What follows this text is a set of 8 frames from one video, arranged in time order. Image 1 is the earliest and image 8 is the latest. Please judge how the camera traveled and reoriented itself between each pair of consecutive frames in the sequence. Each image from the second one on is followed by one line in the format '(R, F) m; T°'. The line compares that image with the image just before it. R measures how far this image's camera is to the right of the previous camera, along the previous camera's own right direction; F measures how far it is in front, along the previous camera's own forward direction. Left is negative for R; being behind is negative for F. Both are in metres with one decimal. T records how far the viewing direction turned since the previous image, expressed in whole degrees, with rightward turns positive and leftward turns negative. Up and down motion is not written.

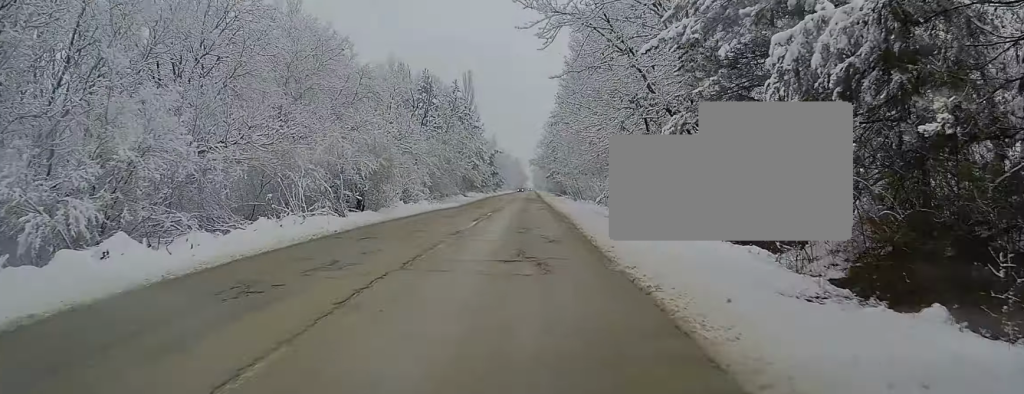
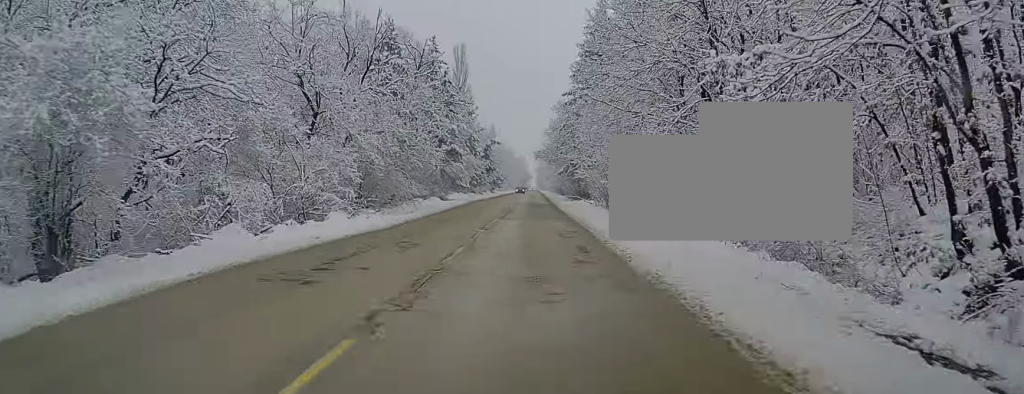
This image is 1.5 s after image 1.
(-0.3, +26.0) m; -1°
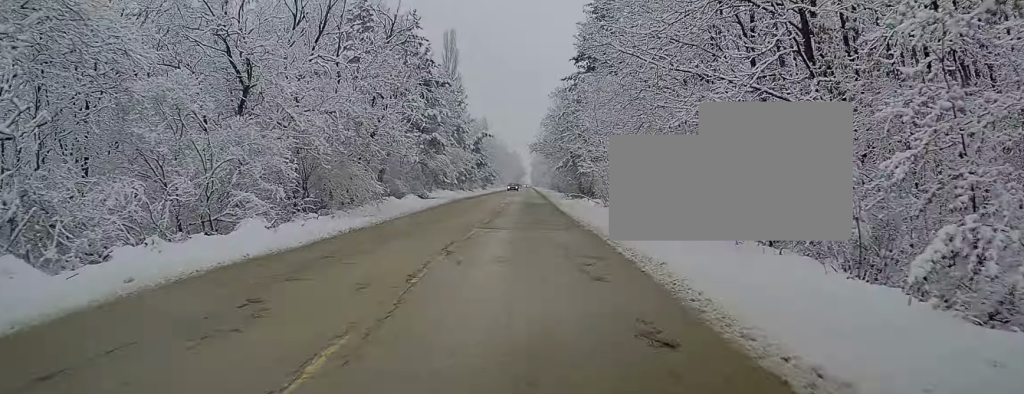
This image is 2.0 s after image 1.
(-0.1, +8.7) m; 0°
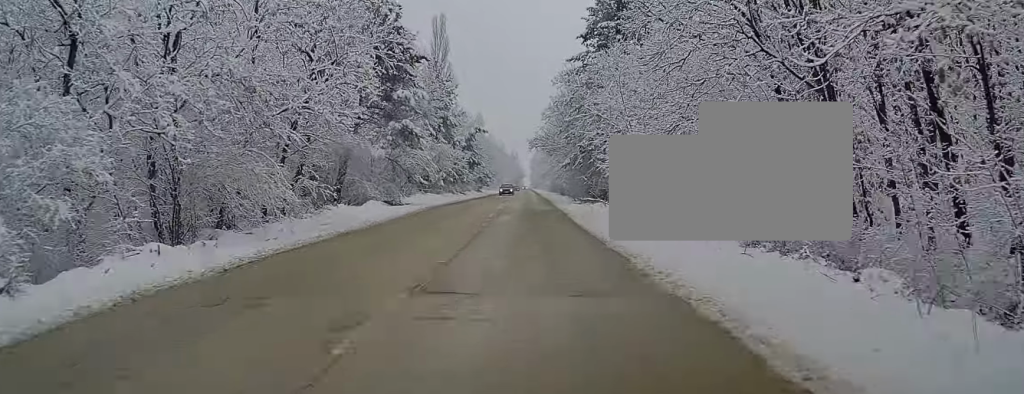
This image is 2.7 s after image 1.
(-0.1, +11.6) m; 0°
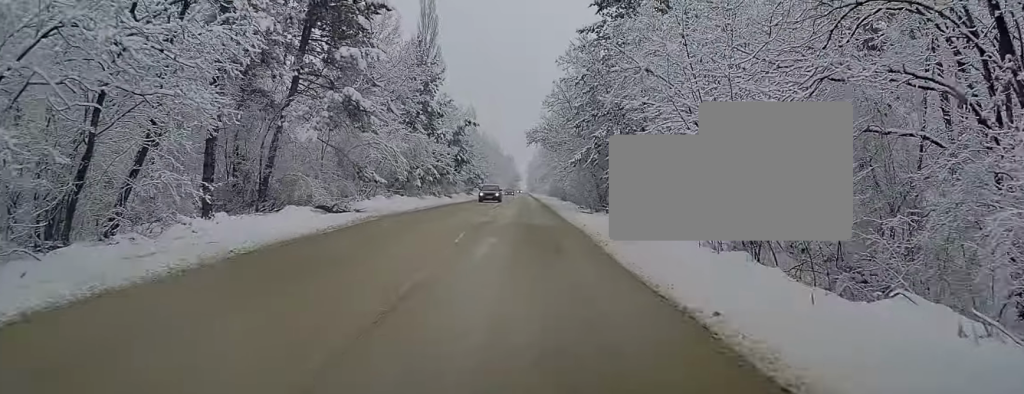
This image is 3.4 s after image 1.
(+0.1, +12.2) m; 0°
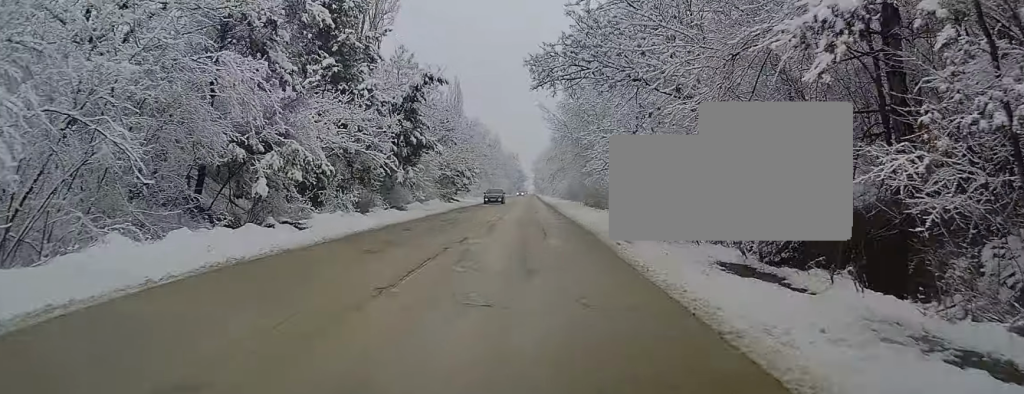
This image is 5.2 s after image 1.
(0.0, +32.2) m; 0°
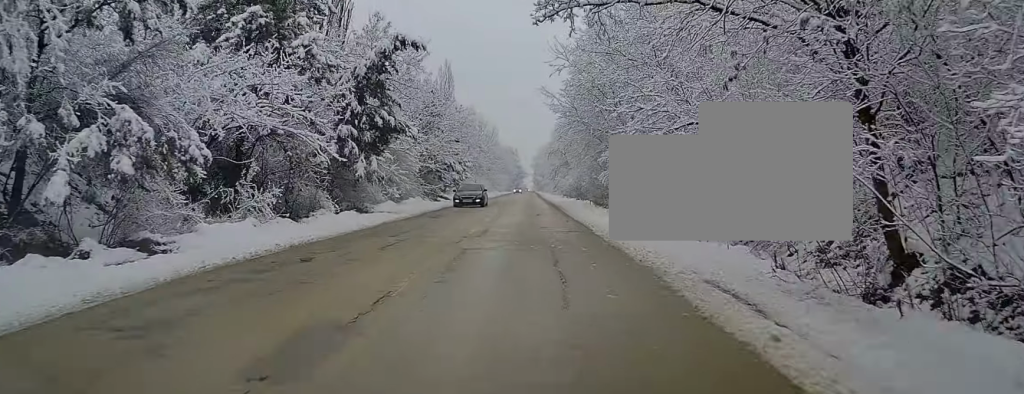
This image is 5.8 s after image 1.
(0.0, +10.0) m; 0°
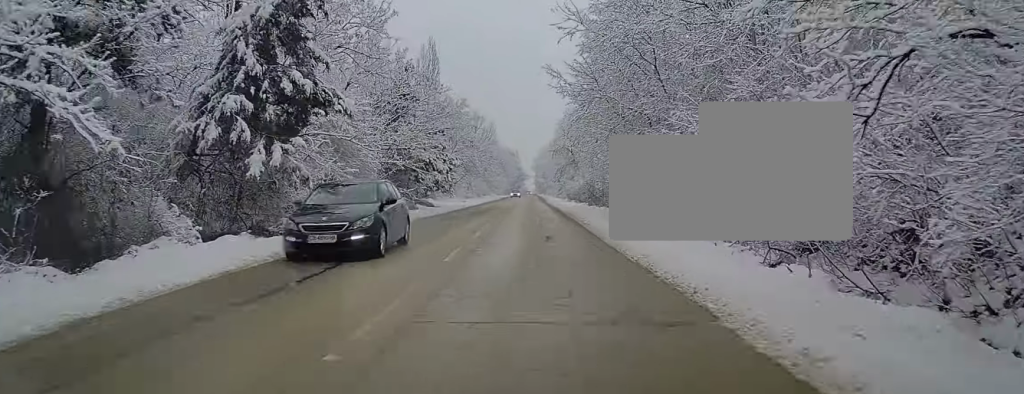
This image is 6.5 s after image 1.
(+0.1, +13.0) m; -1°
